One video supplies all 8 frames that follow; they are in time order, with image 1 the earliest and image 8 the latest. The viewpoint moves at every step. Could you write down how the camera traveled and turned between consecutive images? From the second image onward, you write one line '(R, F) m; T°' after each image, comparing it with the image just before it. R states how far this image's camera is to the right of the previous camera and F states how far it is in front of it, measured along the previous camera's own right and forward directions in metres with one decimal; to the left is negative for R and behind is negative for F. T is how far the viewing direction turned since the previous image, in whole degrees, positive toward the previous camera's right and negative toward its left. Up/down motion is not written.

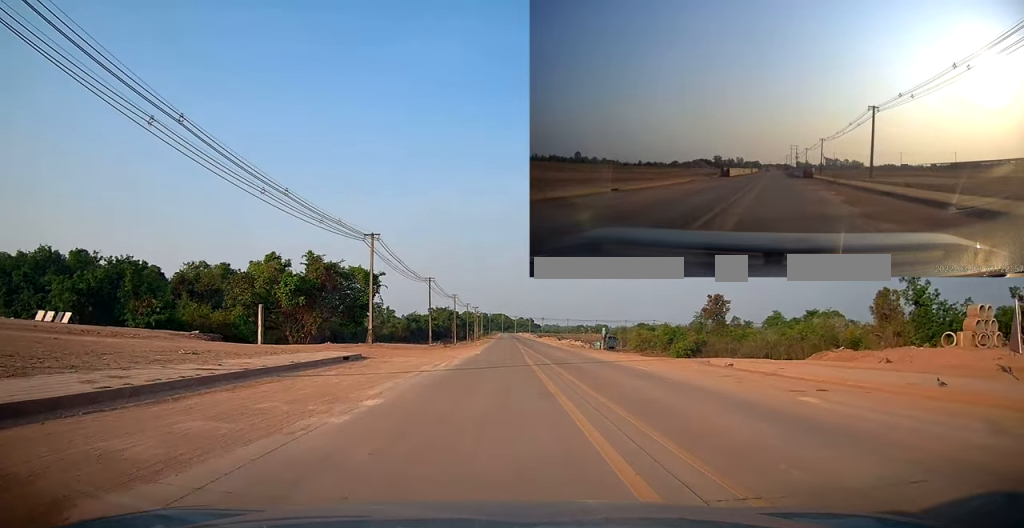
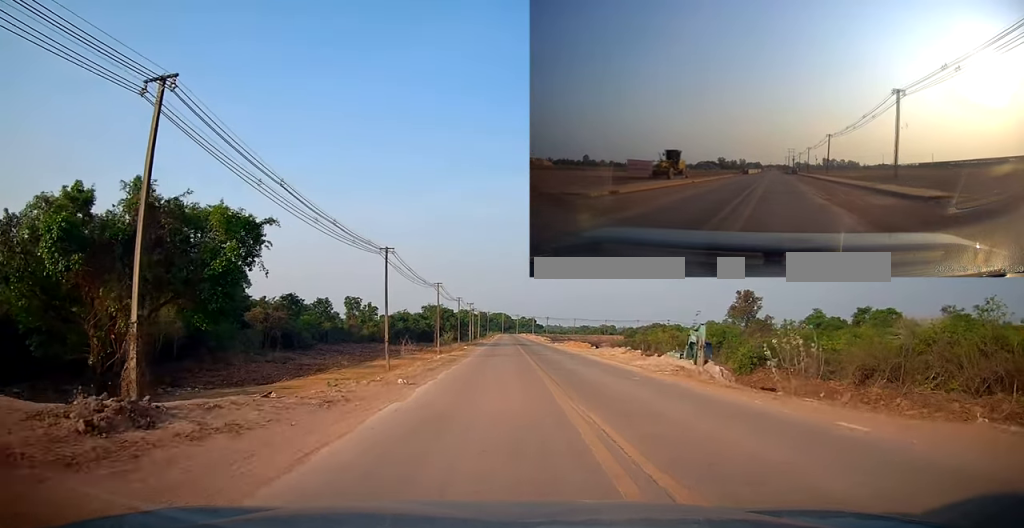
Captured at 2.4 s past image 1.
(+0.5, +32.6) m; +1°
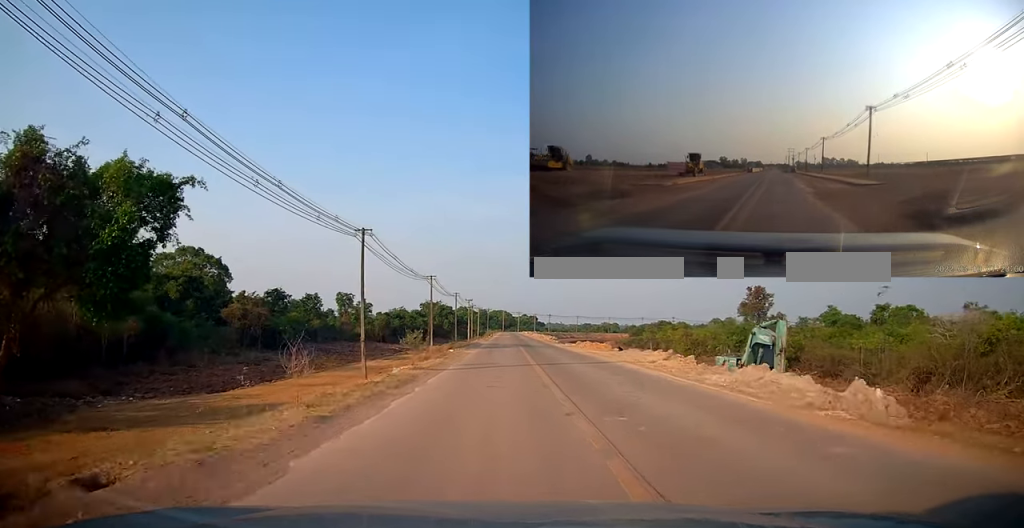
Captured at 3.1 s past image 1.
(-0.3, +9.6) m; 0°
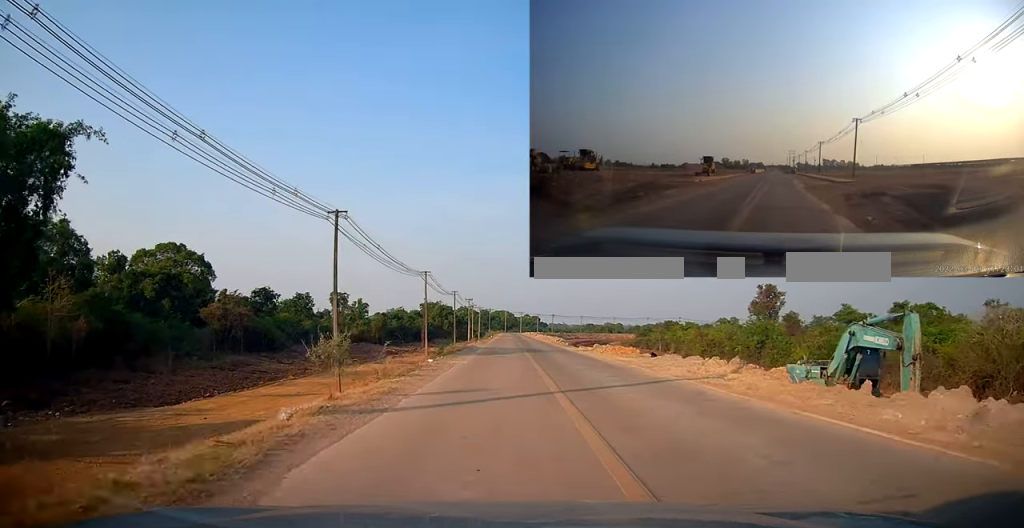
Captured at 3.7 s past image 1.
(0.0, +8.0) m; 0°
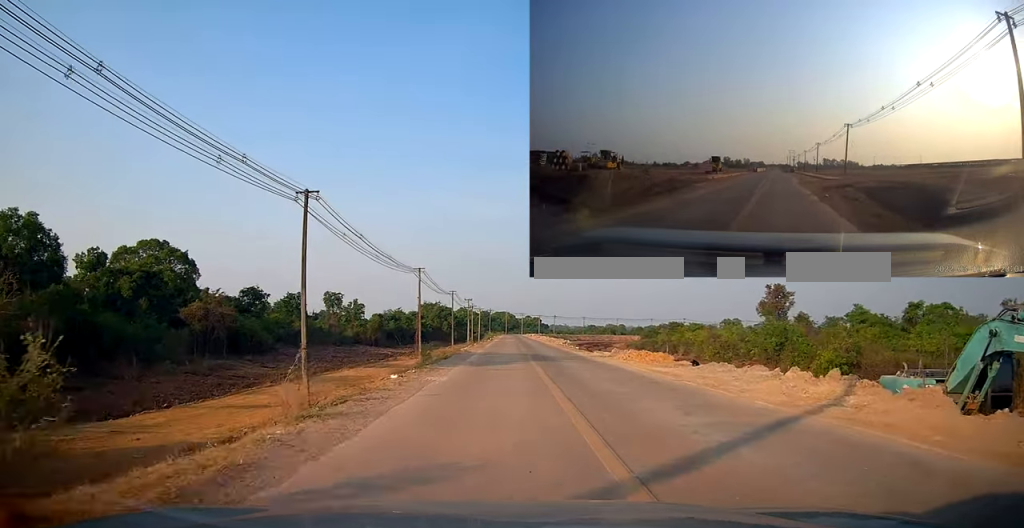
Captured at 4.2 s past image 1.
(+0.2, +6.5) m; 0°
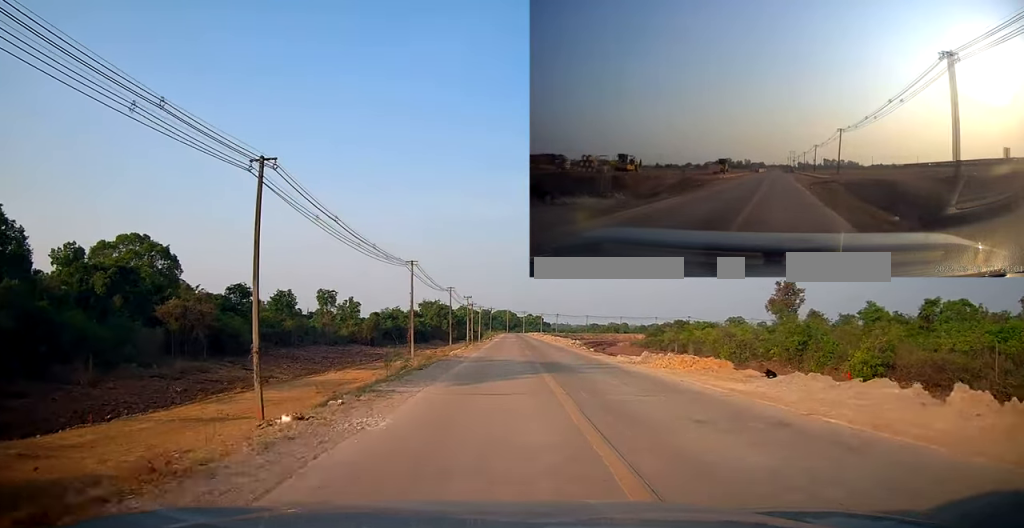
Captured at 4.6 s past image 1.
(+0.1, +6.7) m; 0°
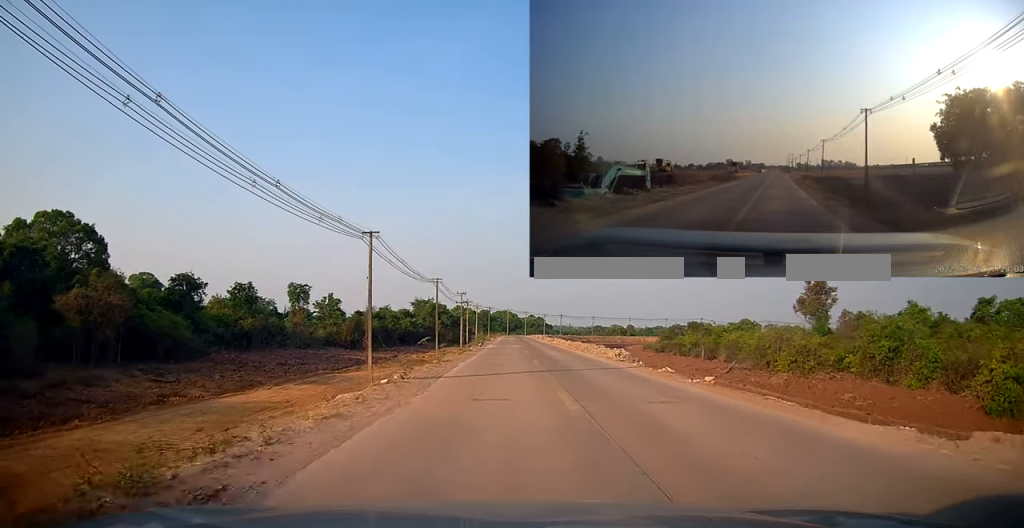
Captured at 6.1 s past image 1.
(-0.2, +20.7) m; 0°
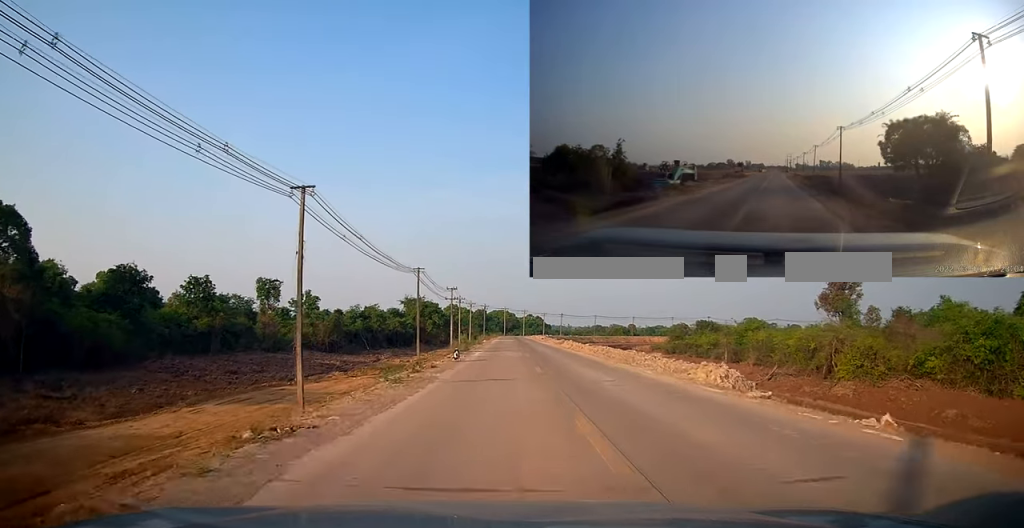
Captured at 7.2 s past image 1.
(-0.2, +15.4) m; 0°
